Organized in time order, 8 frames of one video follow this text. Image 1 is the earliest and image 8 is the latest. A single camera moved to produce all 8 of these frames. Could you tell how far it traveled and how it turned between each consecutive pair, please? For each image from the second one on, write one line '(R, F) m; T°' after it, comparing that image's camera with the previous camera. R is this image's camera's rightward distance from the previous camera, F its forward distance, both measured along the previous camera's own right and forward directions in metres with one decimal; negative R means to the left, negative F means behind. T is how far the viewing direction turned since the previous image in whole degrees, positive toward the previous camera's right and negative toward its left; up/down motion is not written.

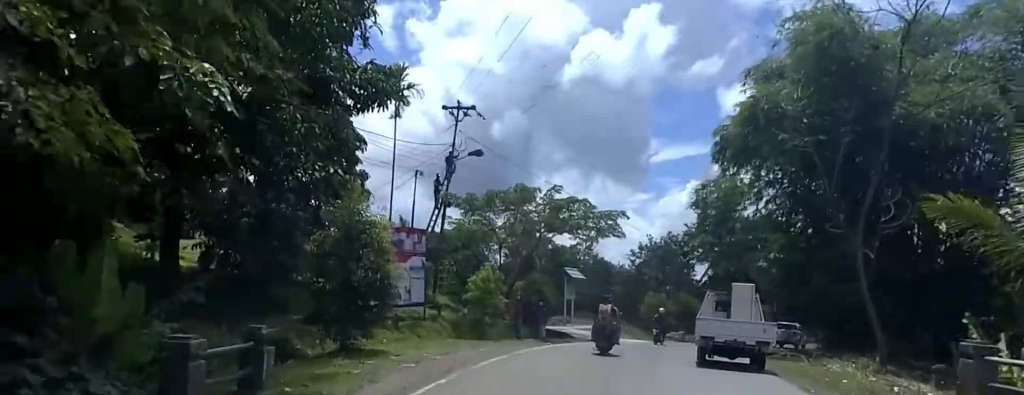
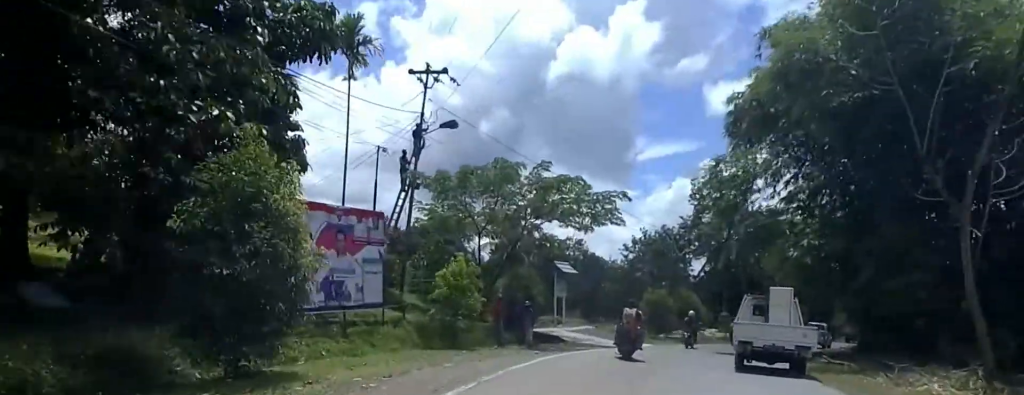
(+0.2, +4.6) m; +4°
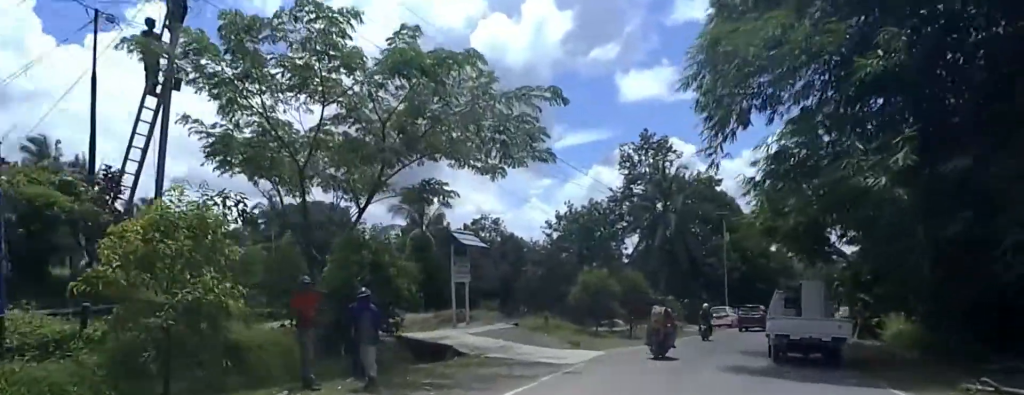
(+1.4, +11.0) m; +4°
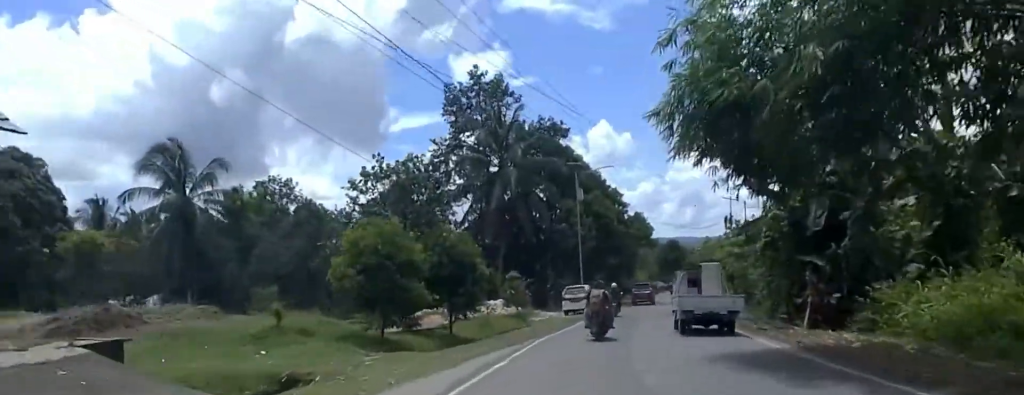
(+0.5, +13.9) m; +15°
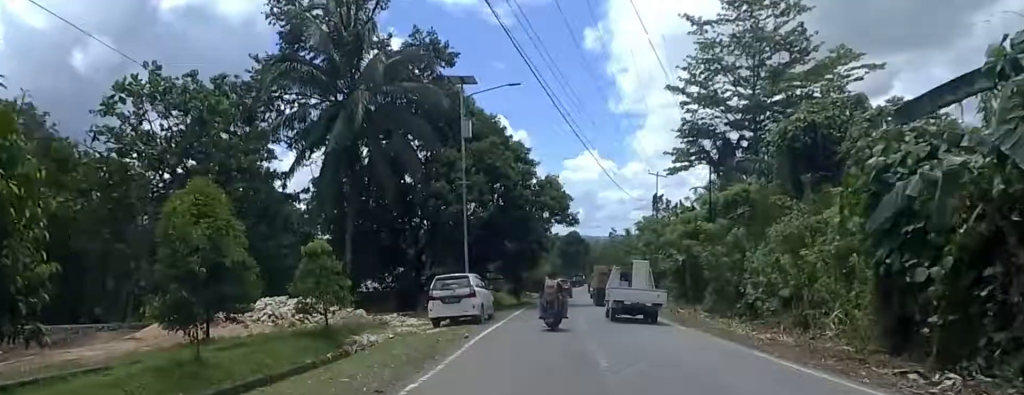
(+2.2, +15.9) m; +8°
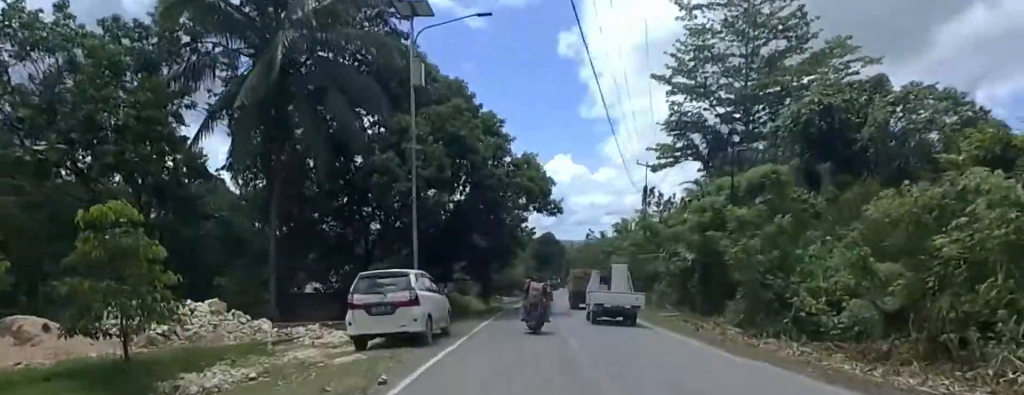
(0.0, +6.9) m; 0°
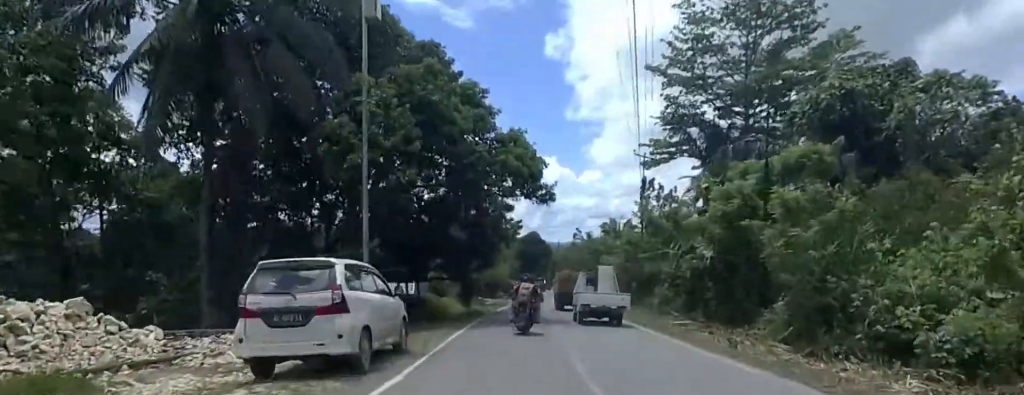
(0.0, +4.6) m; 0°
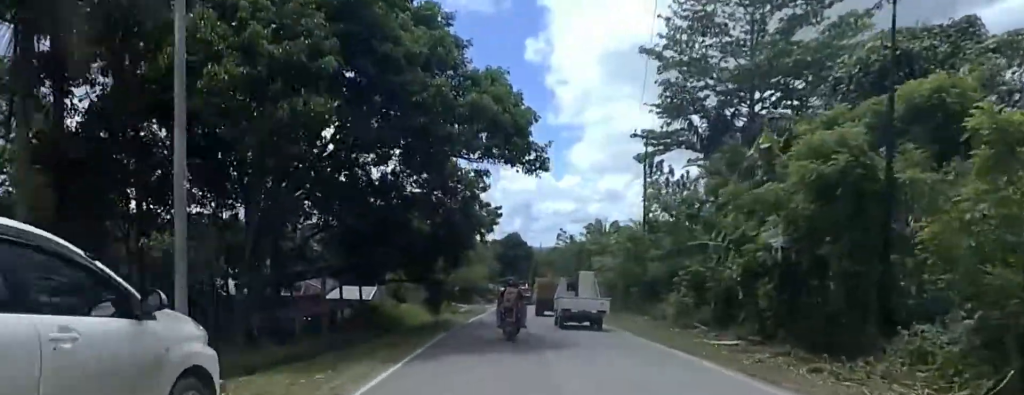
(0.0, +7.7) m; 0°
